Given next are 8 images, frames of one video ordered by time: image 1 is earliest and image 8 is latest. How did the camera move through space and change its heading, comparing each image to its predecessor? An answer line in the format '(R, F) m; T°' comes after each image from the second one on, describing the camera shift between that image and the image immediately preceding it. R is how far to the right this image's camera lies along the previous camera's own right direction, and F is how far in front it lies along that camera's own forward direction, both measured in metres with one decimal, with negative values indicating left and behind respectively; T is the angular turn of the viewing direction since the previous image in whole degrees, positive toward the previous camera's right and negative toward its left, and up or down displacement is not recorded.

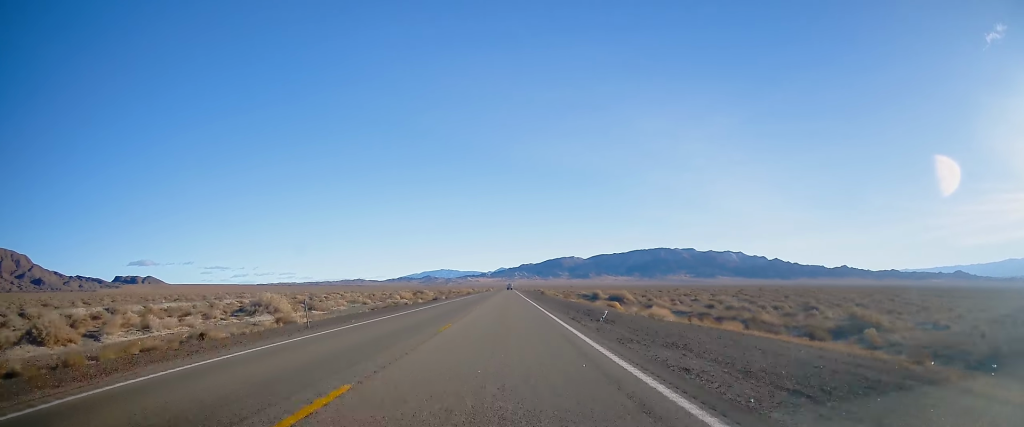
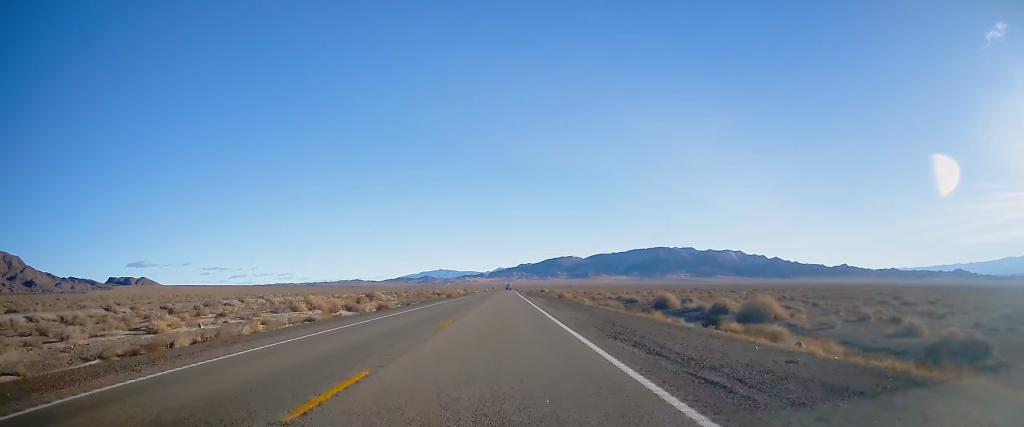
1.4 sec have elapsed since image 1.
(+0.1, +47.6) m; 0°
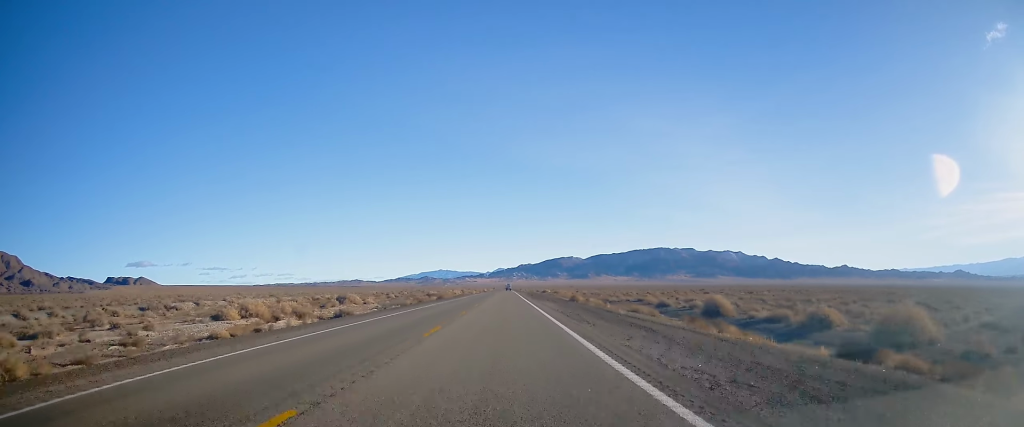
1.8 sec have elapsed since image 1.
(-0.1, +15.0) m; 0°
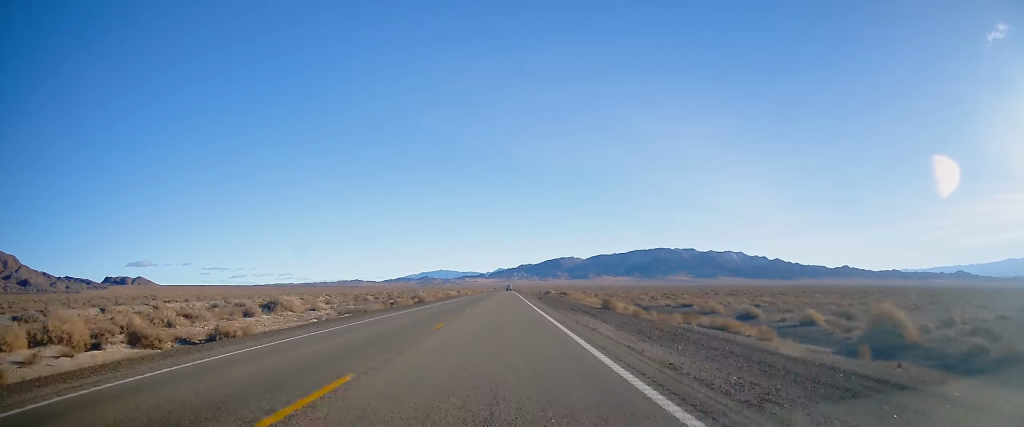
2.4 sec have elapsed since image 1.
(+0.1, +22.0) m; 0°
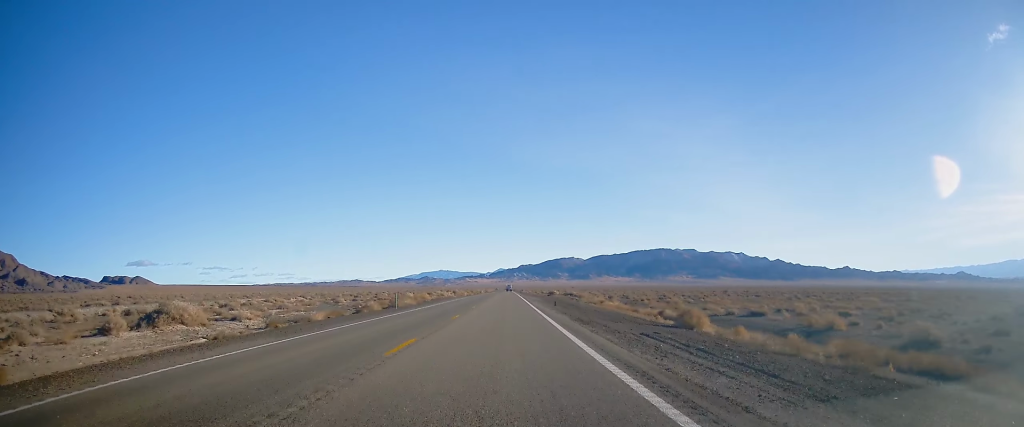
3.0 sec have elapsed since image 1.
(+0.2, +18.5) m; 0°
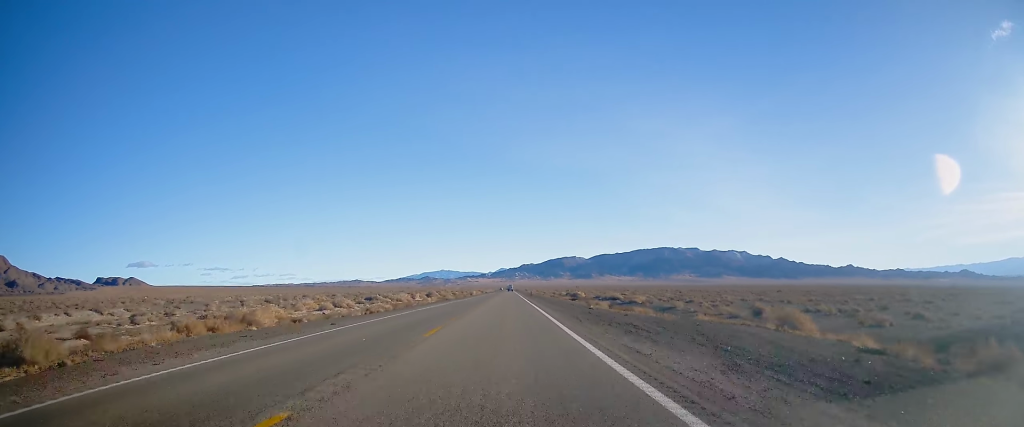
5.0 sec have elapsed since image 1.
(-0.4, +69.5) m; 0°
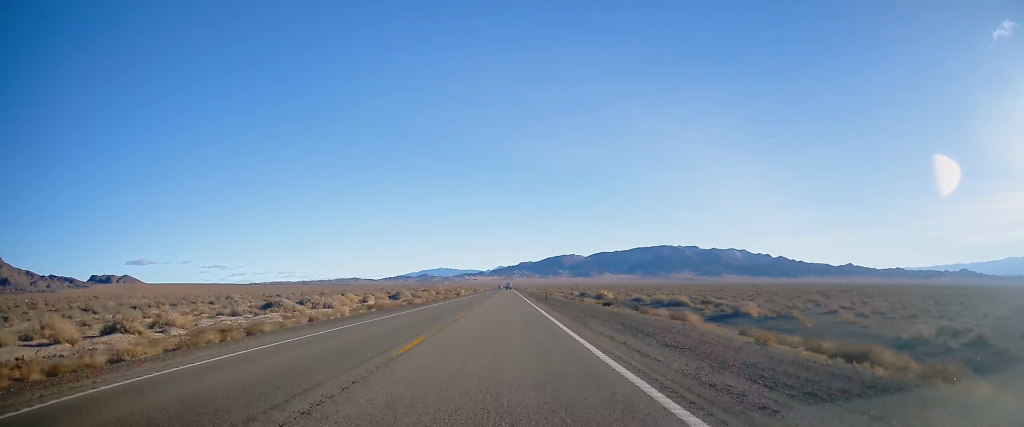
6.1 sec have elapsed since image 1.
(-0.1, +40.5) m; 0°
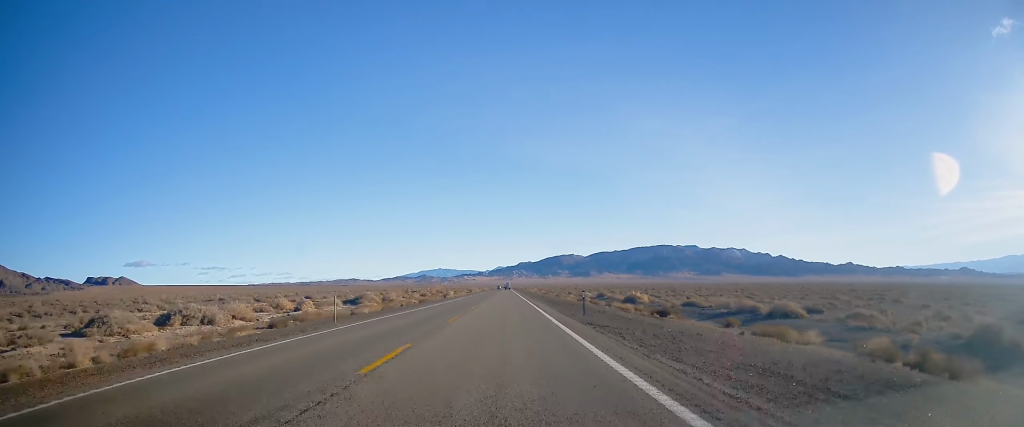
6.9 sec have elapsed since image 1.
(+0.3, +26.6) m; 0°
